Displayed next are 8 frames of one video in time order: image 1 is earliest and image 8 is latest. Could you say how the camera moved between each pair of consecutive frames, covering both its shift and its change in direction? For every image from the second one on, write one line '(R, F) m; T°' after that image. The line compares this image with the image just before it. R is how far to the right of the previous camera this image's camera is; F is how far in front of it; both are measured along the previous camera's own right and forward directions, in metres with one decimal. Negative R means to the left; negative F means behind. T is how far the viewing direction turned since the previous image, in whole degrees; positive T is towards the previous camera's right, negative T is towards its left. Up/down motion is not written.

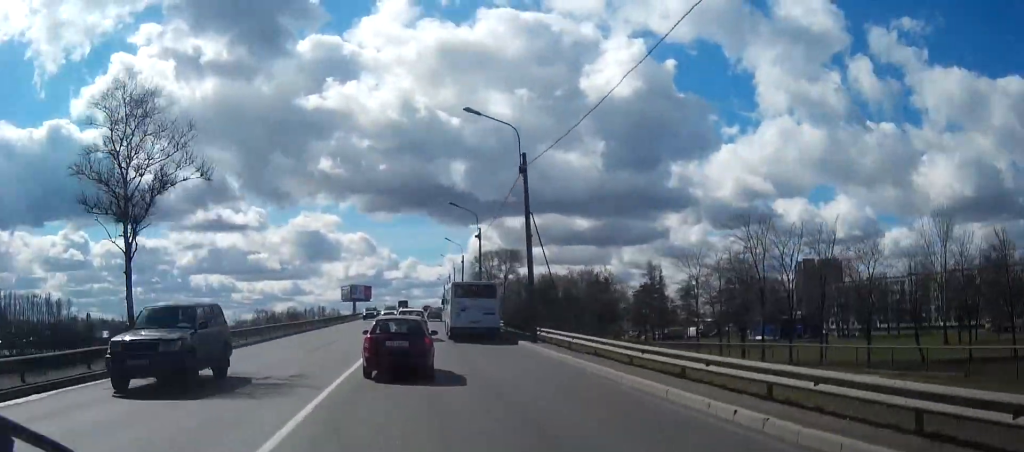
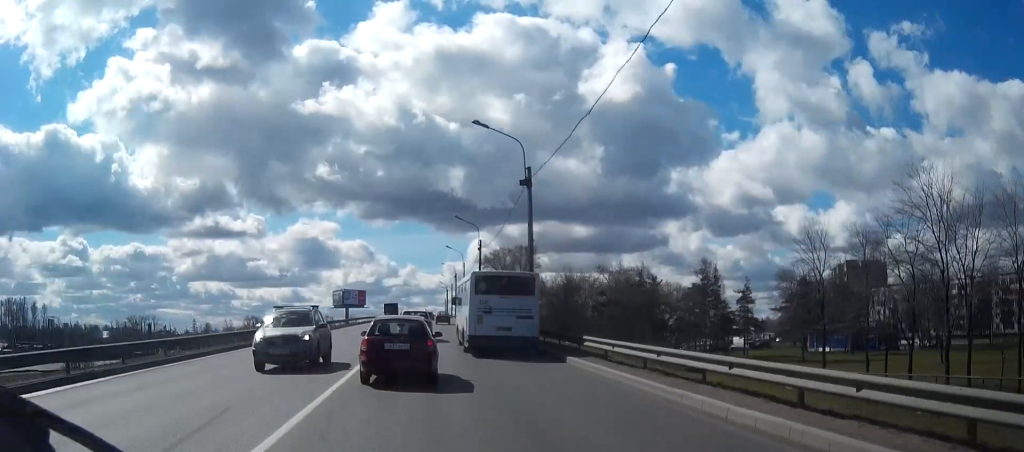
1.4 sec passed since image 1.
(+0.1, +29.8) m; 0°
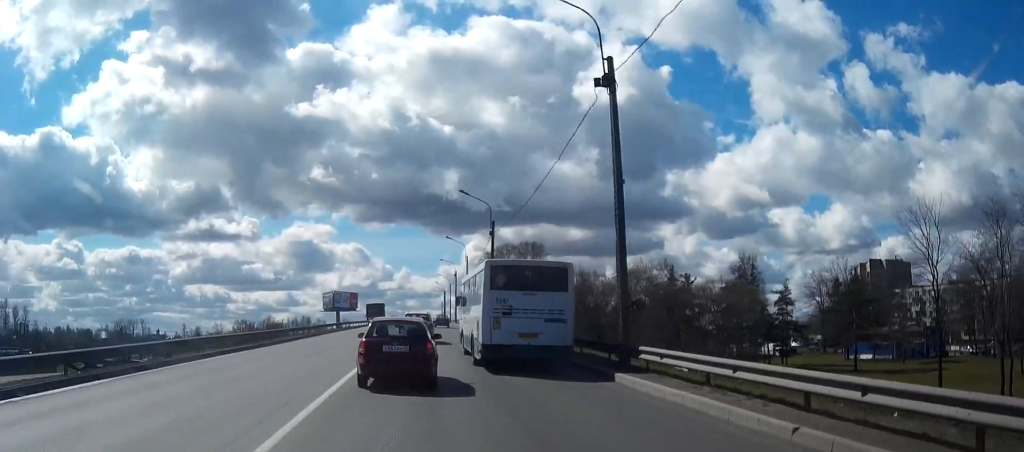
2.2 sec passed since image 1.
(+0.1, +16.6) m; 0°
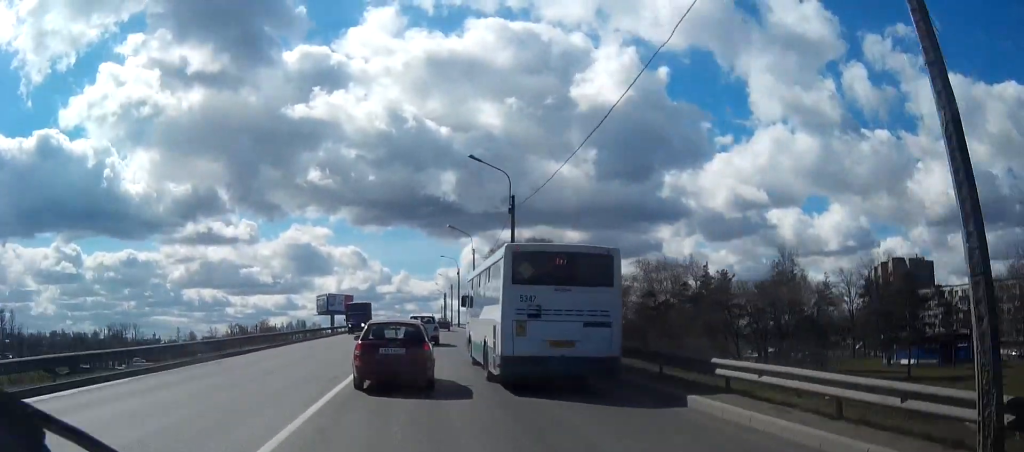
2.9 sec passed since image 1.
(0.0, +13.1) m; 0°
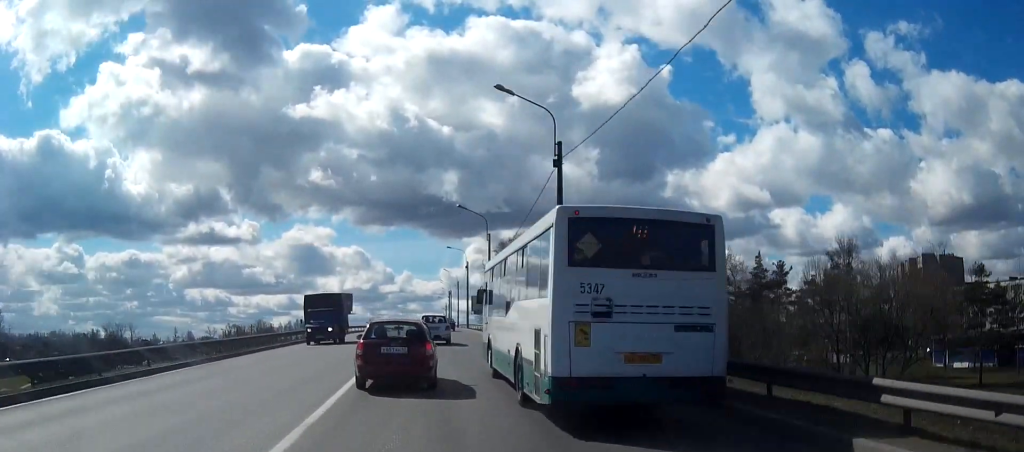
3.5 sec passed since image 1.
(0.0, +13.8) m; 0°
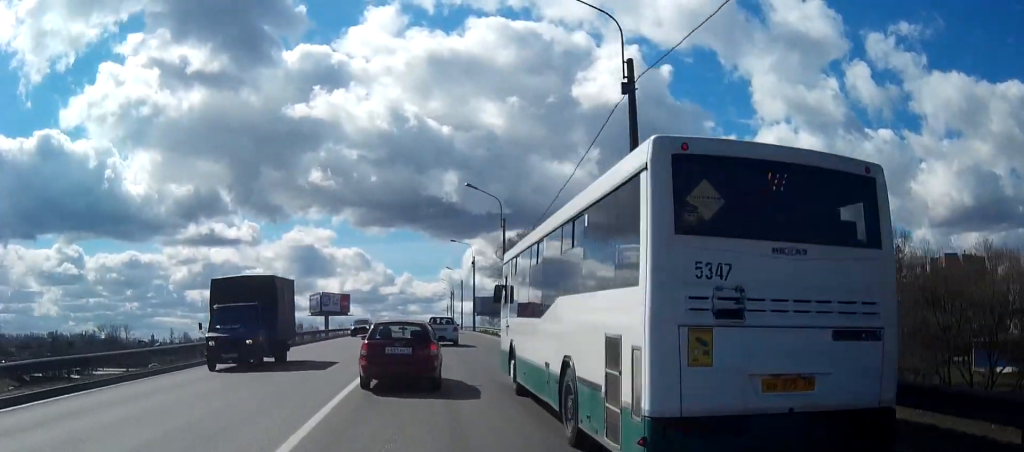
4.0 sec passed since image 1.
(0.0, +10.4) m; 0°
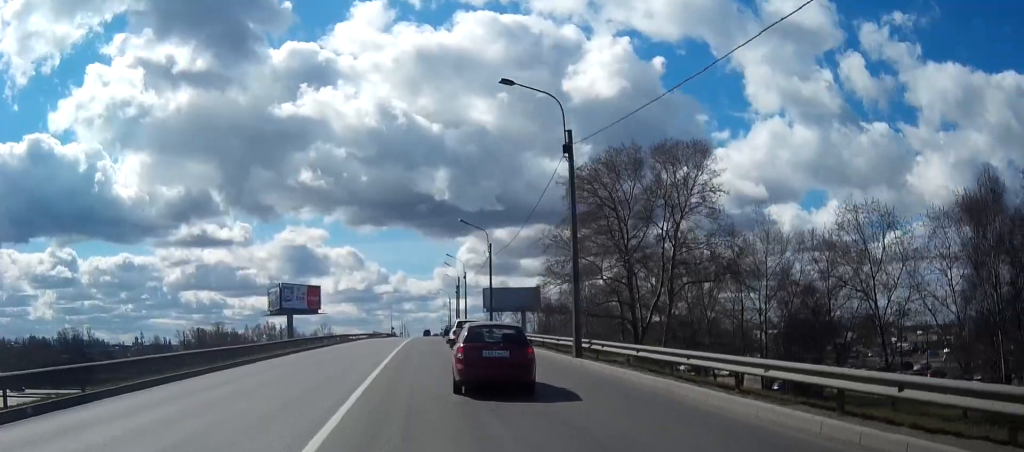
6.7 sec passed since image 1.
(+0.3, +56.3) m; +1°
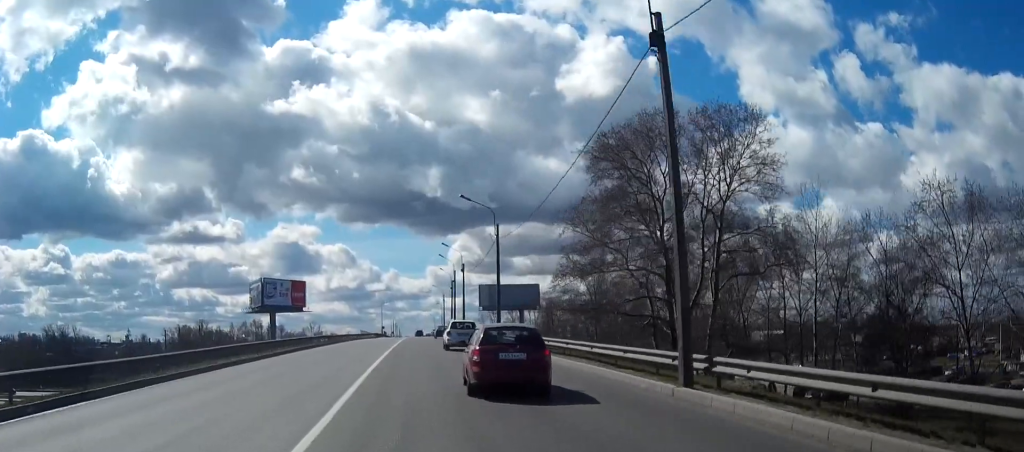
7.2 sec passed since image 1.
(+0.1, +11.4) m; 0°
